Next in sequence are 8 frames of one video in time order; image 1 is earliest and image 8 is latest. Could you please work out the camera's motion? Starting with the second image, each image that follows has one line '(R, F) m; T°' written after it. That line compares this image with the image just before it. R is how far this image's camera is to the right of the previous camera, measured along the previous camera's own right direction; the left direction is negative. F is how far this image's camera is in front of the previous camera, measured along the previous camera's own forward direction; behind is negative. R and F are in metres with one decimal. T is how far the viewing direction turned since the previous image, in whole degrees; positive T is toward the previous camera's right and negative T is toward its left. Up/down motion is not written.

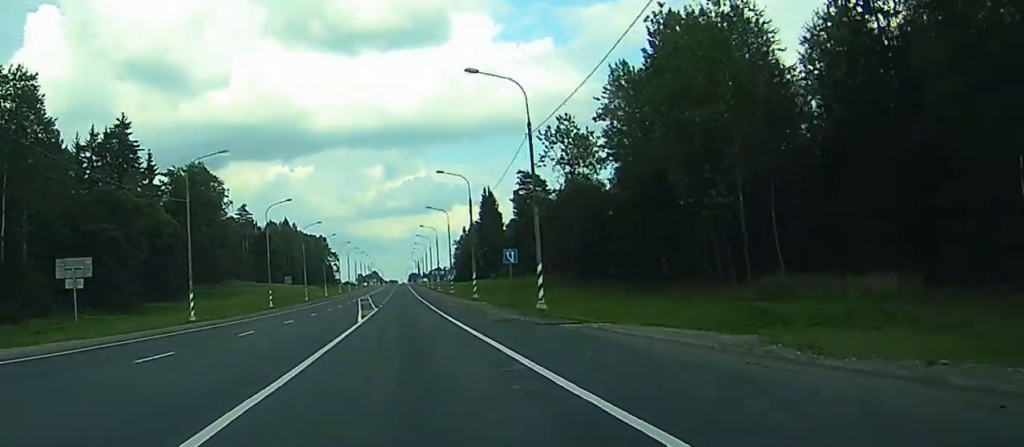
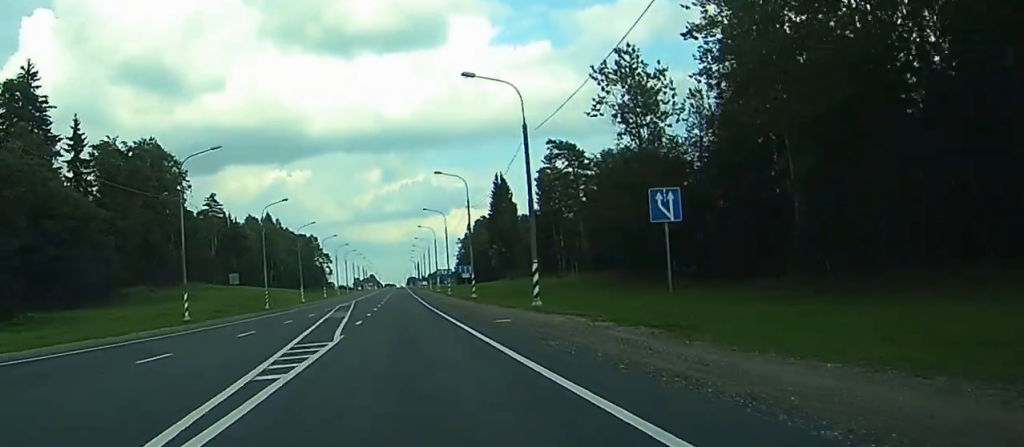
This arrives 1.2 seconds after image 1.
(+2.0, +30.0) m; +1°
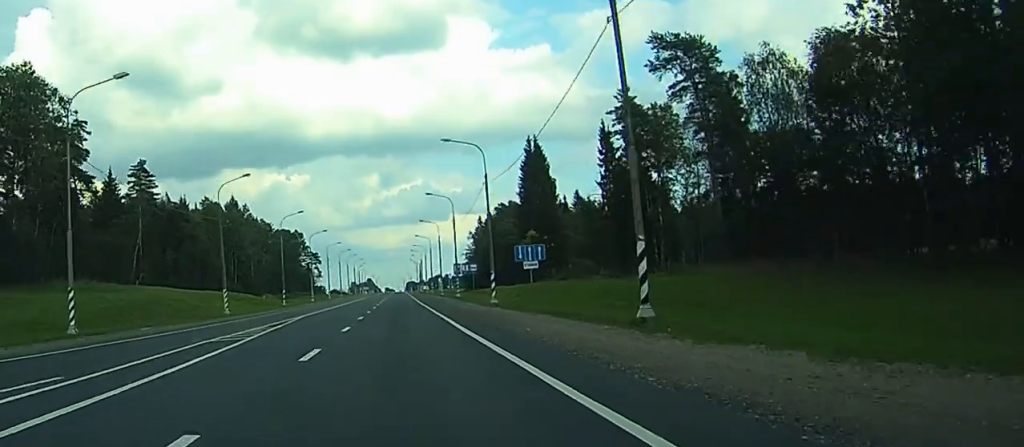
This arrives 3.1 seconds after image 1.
(-4.9, +59.0) m; -6°
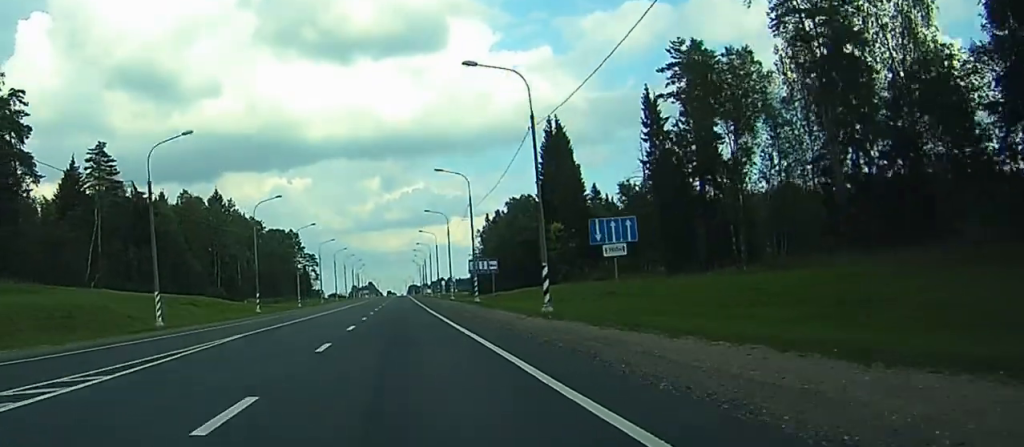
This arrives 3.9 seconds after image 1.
(0.0, +24.7) m; 0°
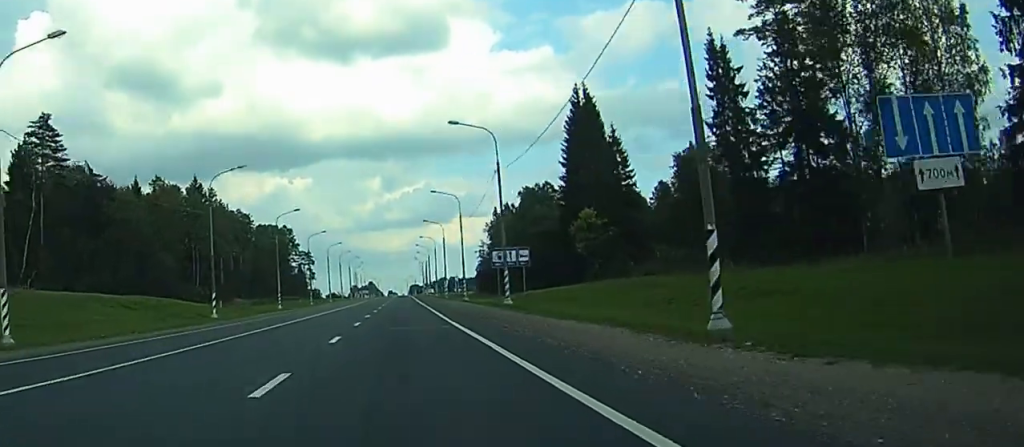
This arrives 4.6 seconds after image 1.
(0.0, +24.4) m; 0°
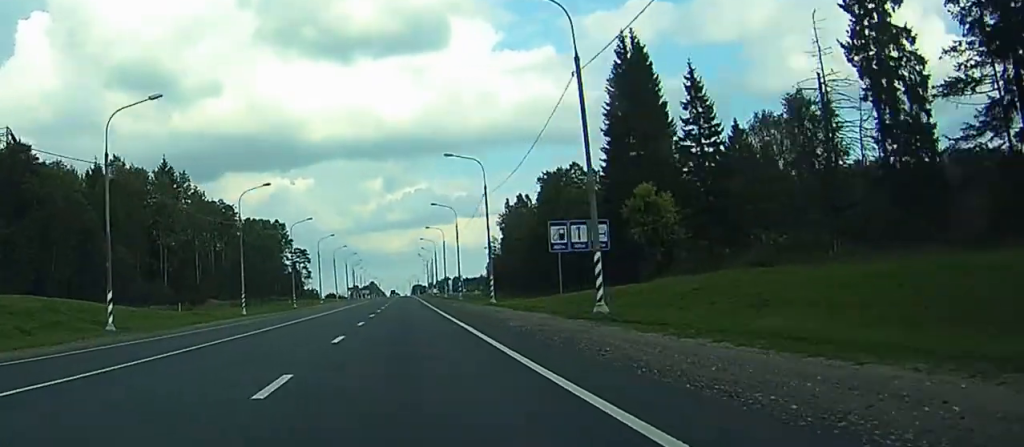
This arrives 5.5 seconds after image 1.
(+0.2, +27.4) m; +1°
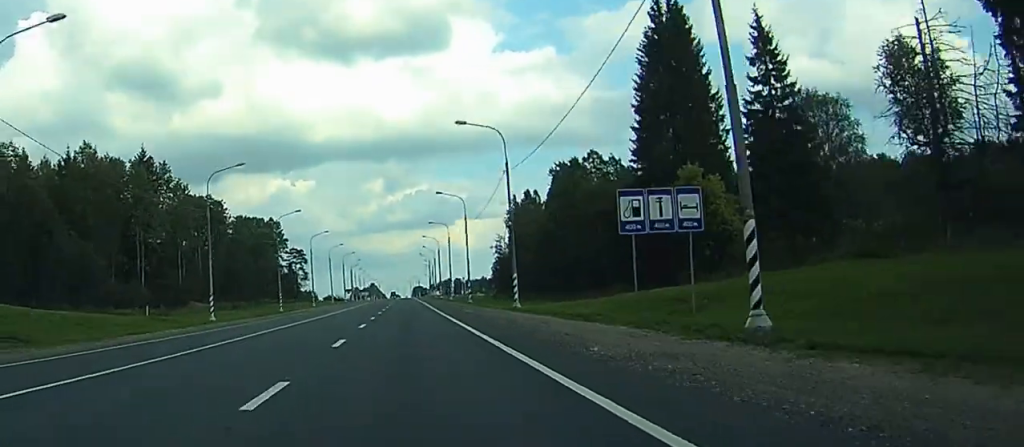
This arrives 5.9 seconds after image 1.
(+0.1, +13.8) m; 0°
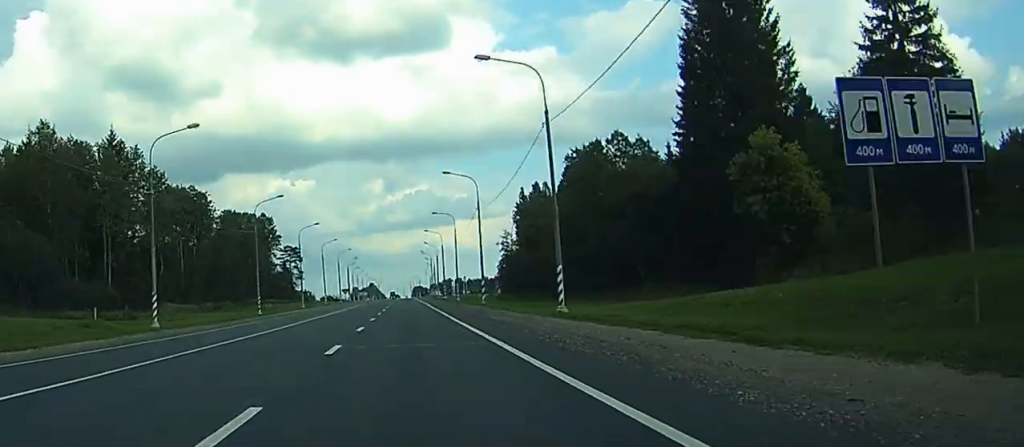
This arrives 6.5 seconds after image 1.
(+0.1, +15.7) m; 0°
